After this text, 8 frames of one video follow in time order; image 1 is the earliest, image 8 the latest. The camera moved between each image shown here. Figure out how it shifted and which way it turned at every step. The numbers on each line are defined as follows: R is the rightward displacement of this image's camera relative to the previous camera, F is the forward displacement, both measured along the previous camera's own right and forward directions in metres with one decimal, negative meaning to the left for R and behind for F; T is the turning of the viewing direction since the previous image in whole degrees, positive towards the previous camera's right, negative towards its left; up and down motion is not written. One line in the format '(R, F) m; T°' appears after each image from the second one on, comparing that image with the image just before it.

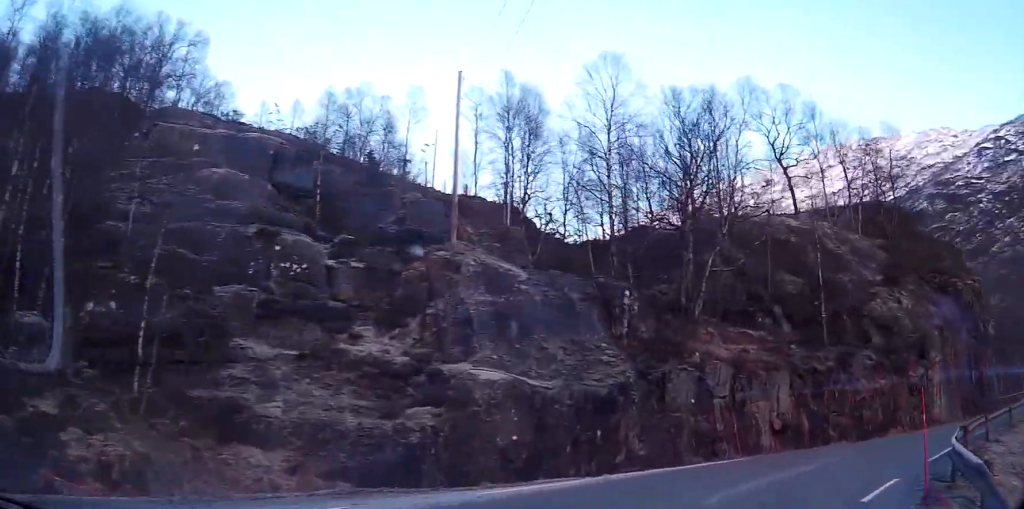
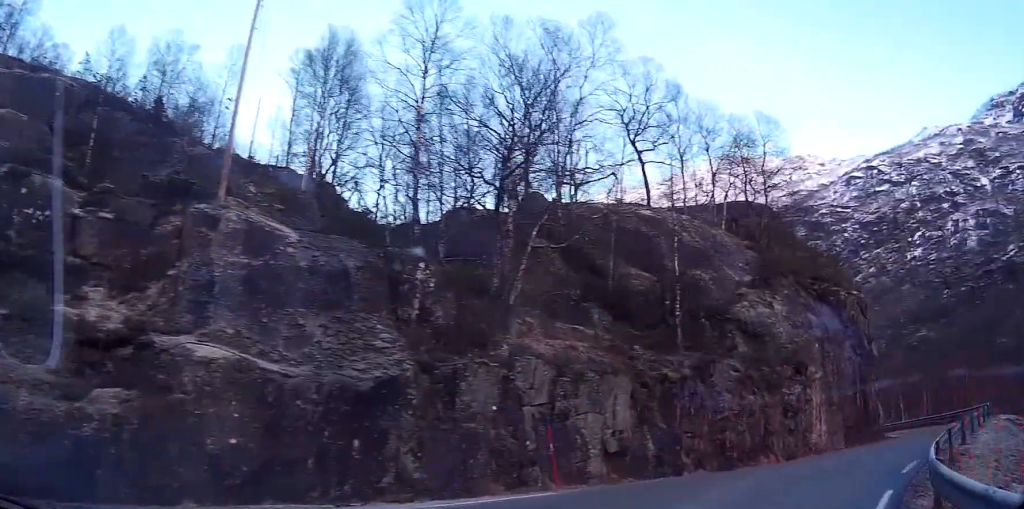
(+0.7, +7.2) m; +9°
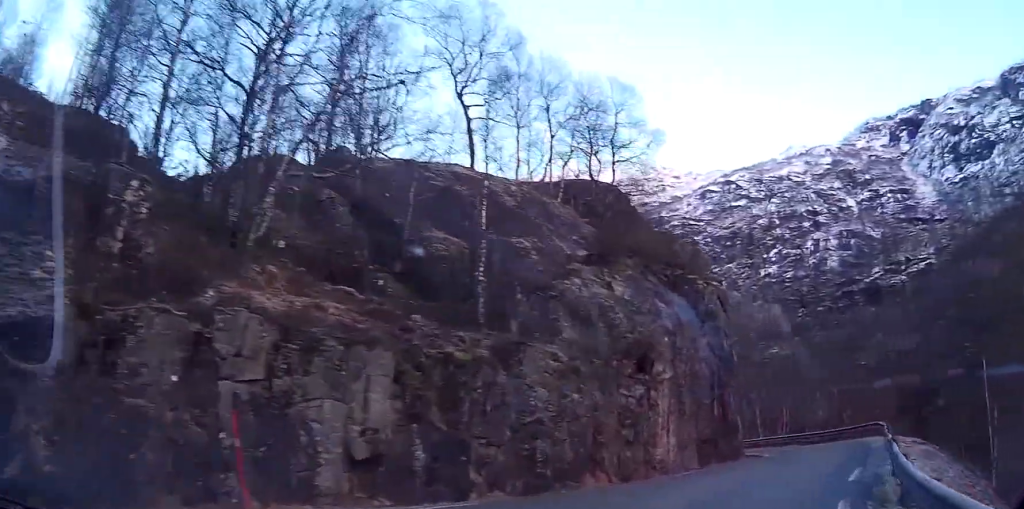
(+0.3, +7.4) m; +7°
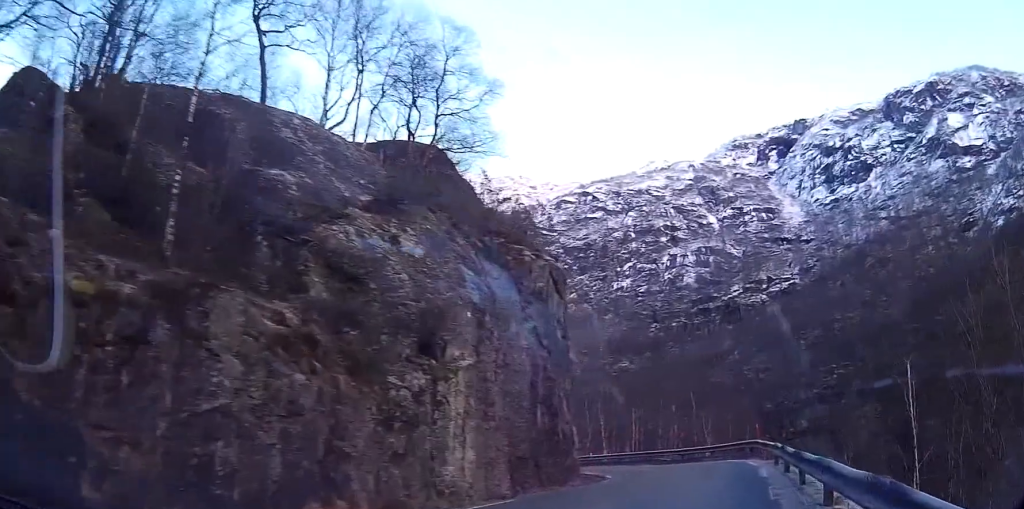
(+0.7, +8.5) m; +6°
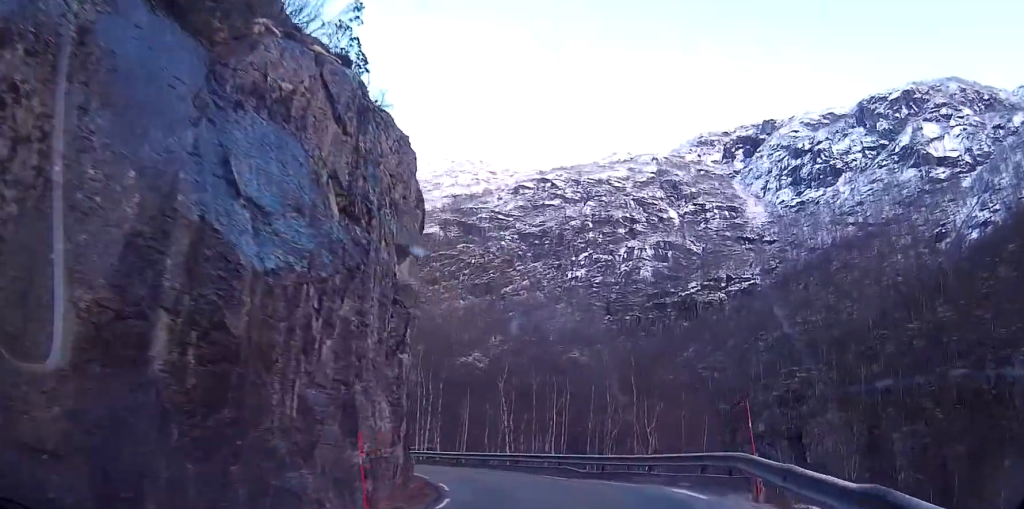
(+1.5, +18.1) m; +5°
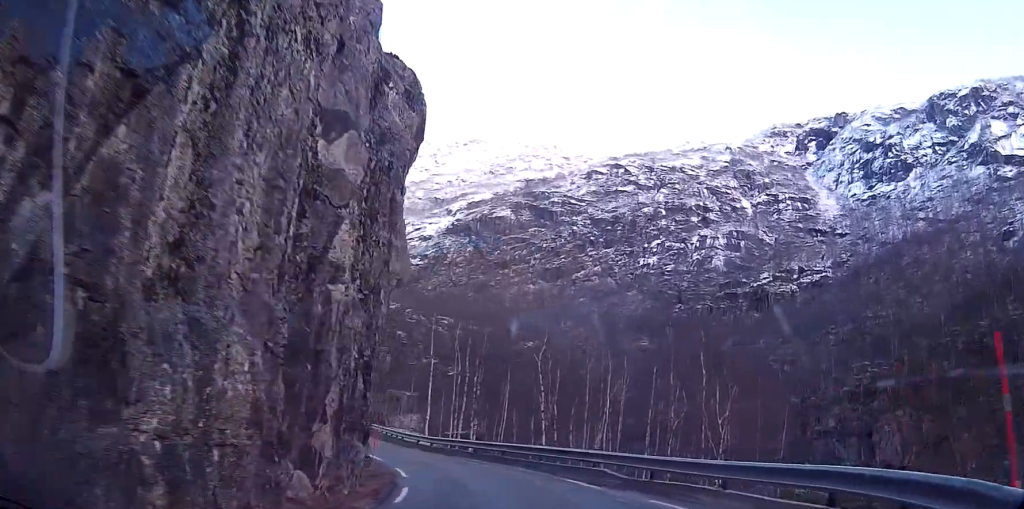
(+0.2, +9.8) m; -6°
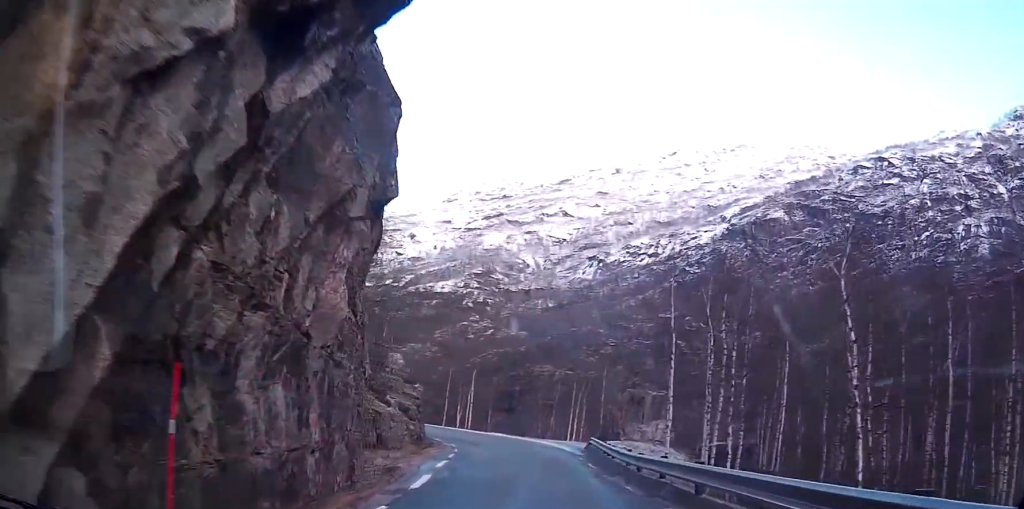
(-4.2, +20.0) m; -25°
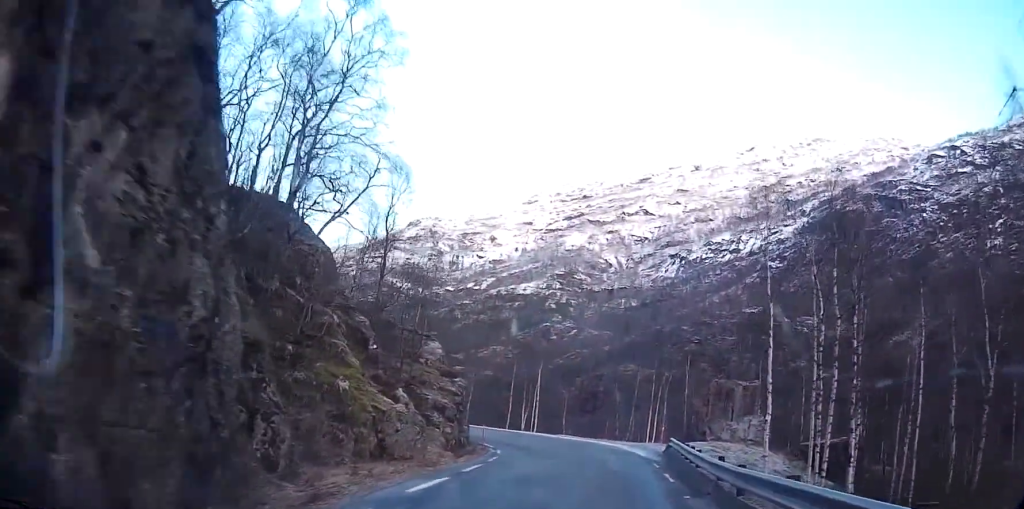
(-1.3, +7.8) m; -9°
